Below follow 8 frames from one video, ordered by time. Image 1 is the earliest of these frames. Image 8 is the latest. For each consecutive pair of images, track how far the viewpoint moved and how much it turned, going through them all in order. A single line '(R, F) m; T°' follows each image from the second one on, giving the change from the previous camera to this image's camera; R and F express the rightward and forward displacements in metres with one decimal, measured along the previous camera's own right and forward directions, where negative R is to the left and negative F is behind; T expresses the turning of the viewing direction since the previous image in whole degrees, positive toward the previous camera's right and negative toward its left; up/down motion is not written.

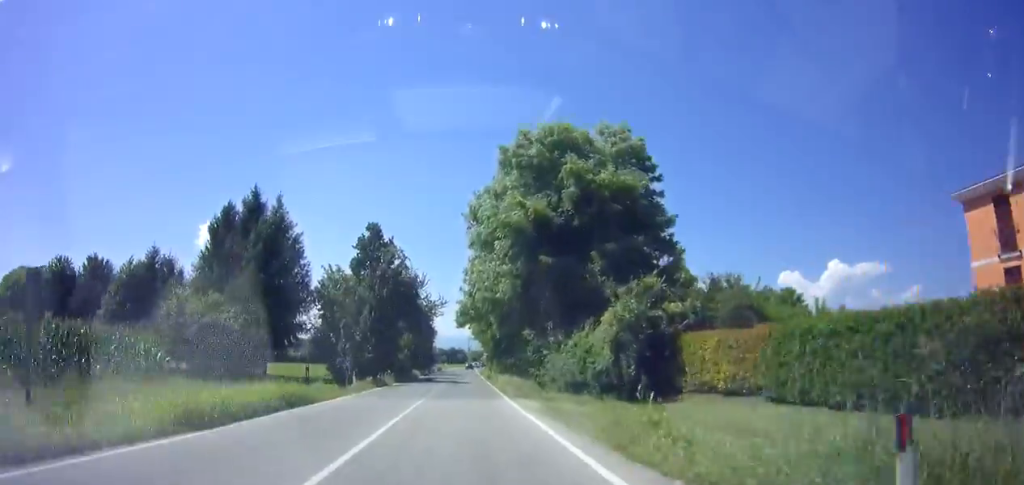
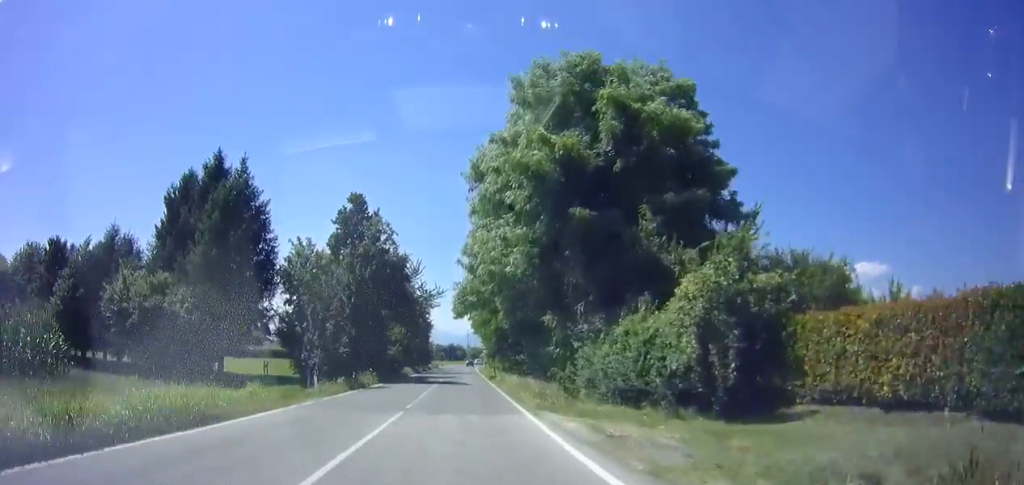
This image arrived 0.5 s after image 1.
(+0.1, +7.1) m; 0°
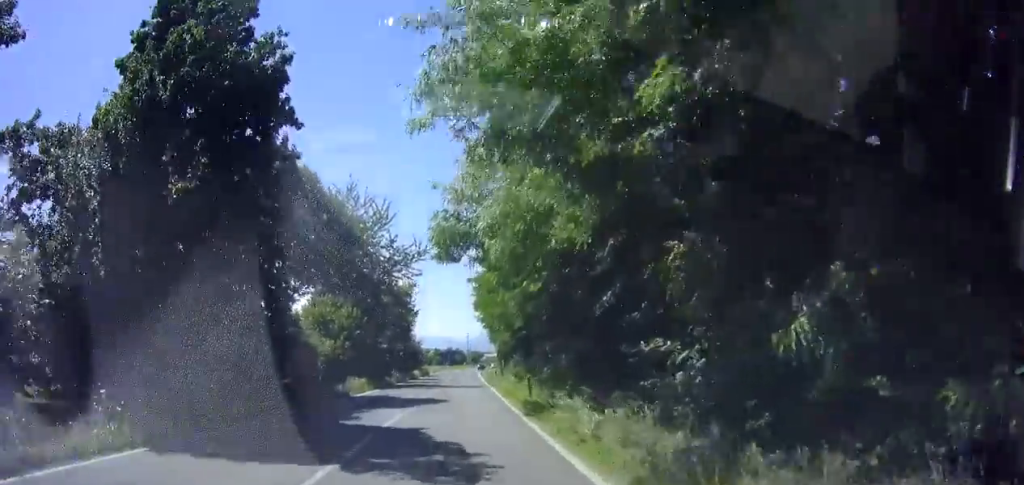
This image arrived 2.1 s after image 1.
(+0.1, +24.8) m; +1°
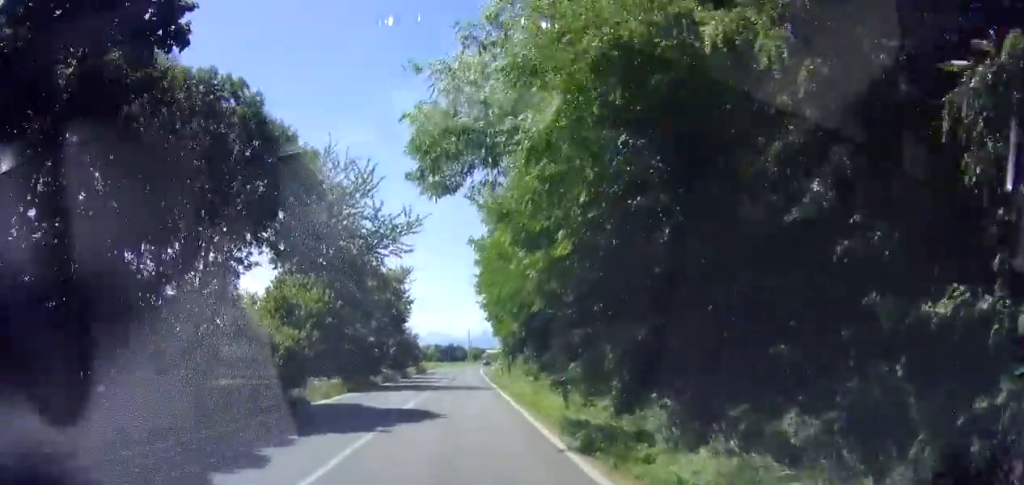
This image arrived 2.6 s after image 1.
(+0.1, +6.8) m; 0°
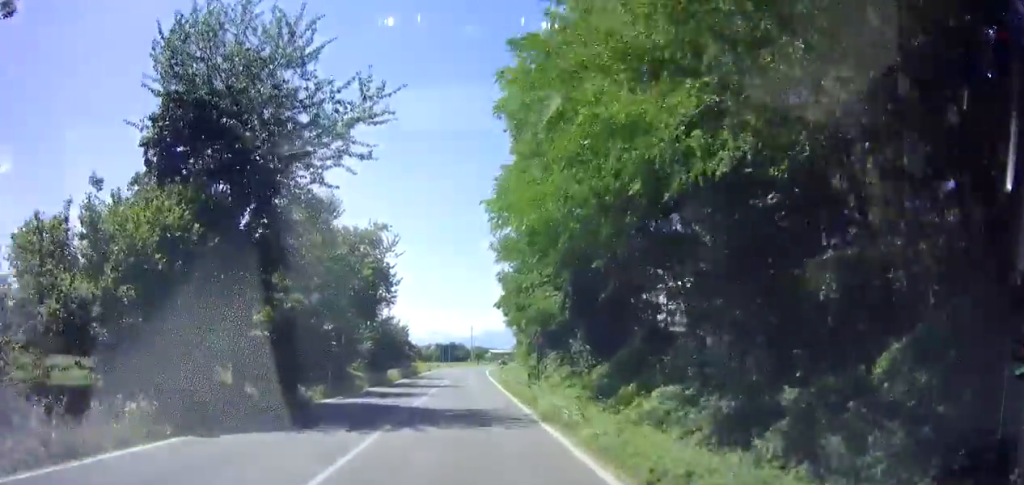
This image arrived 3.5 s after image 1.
(-0.1, +15.4) m; -2°
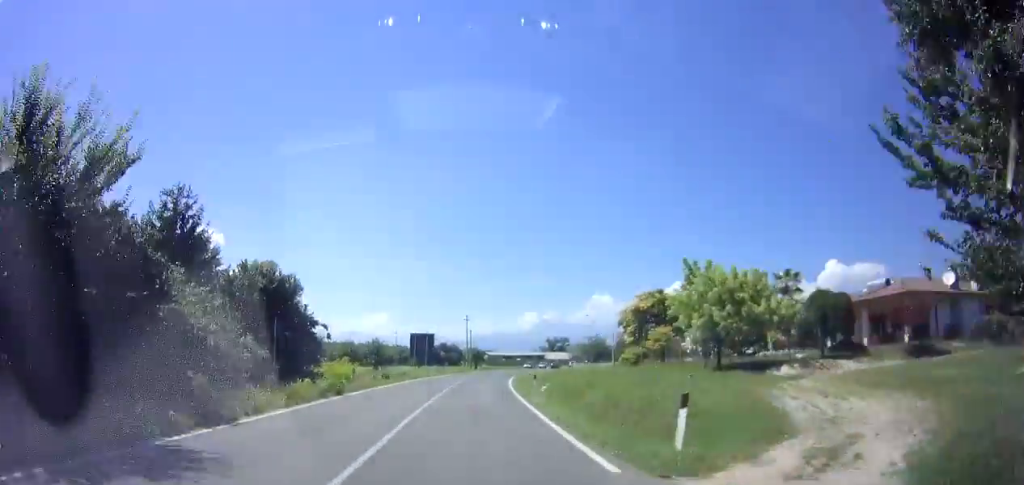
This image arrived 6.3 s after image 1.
(+0.1, +44.2) m; +1°
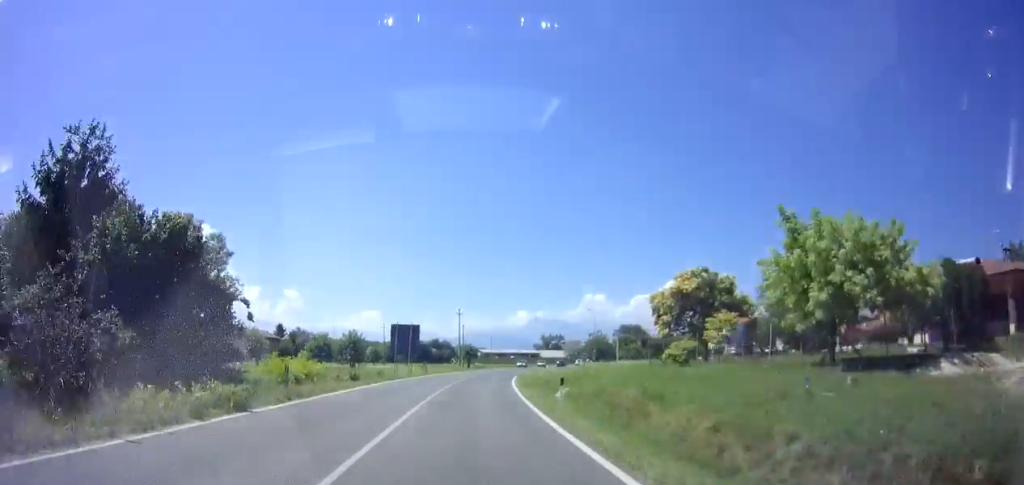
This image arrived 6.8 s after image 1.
(0.0, +9.3) m; +1°
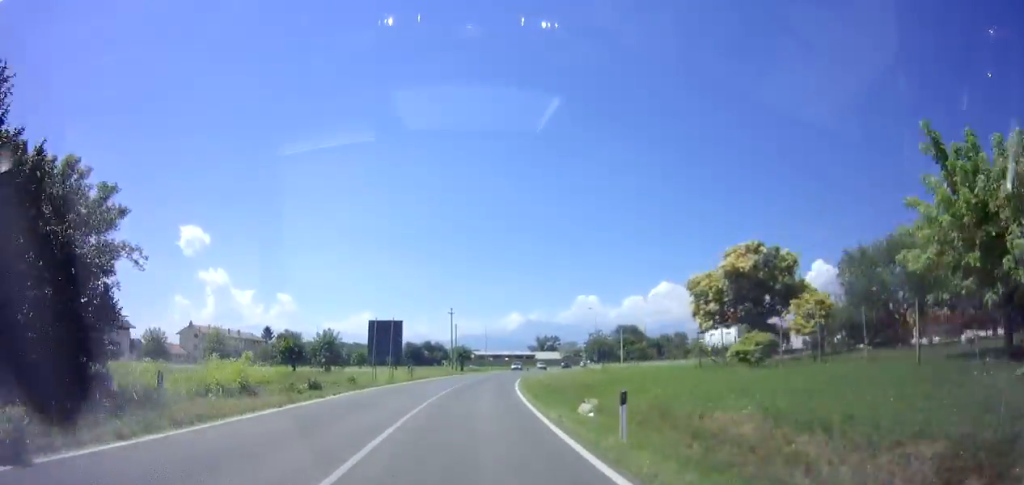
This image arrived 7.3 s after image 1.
(0.0, +7.1) m; +1°
